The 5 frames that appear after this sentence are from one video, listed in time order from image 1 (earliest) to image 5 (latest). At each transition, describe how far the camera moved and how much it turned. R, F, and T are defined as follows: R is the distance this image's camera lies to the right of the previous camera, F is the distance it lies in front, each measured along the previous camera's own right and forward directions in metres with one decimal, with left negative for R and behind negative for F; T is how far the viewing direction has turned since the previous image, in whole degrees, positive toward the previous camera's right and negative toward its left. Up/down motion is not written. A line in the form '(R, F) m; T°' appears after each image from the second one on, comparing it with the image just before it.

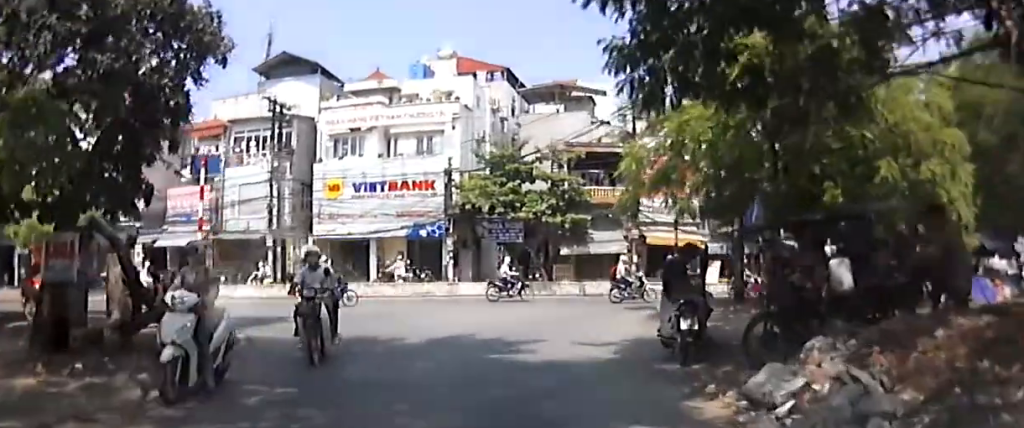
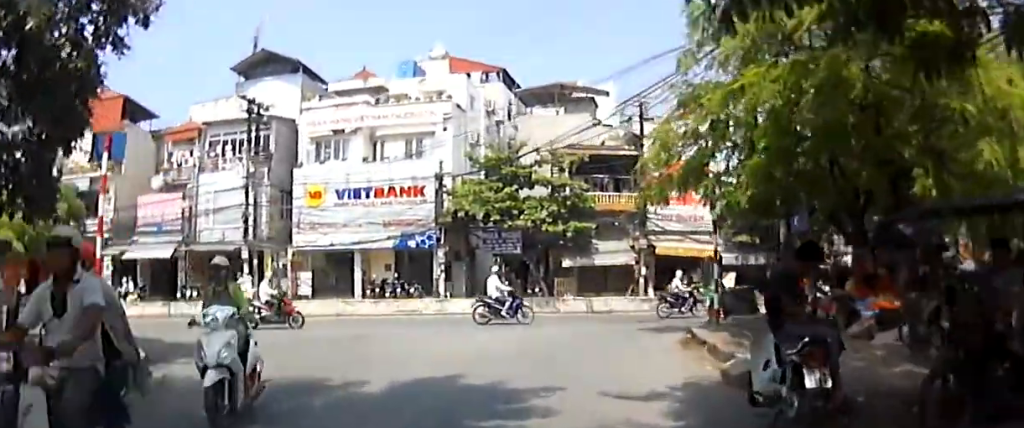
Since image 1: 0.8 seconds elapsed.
(+0.1, +4.2) m; +1°
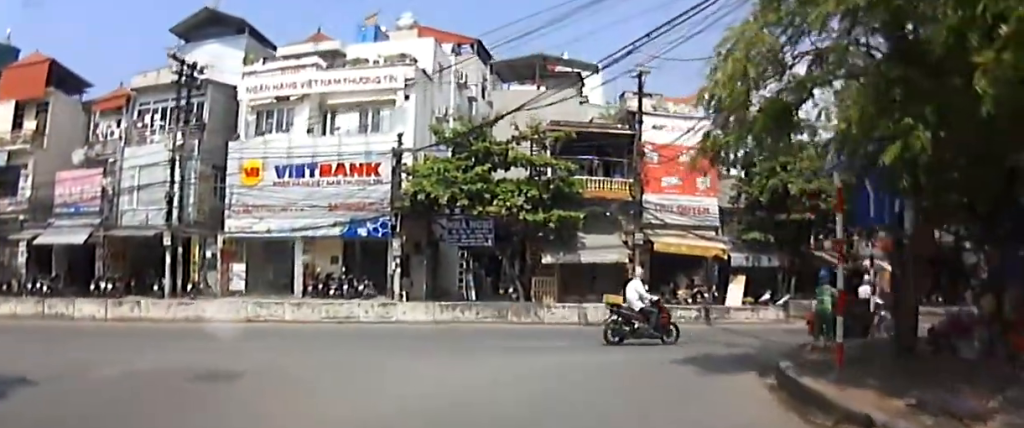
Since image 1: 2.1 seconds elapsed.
(+0.1, +6.9) m; +2°
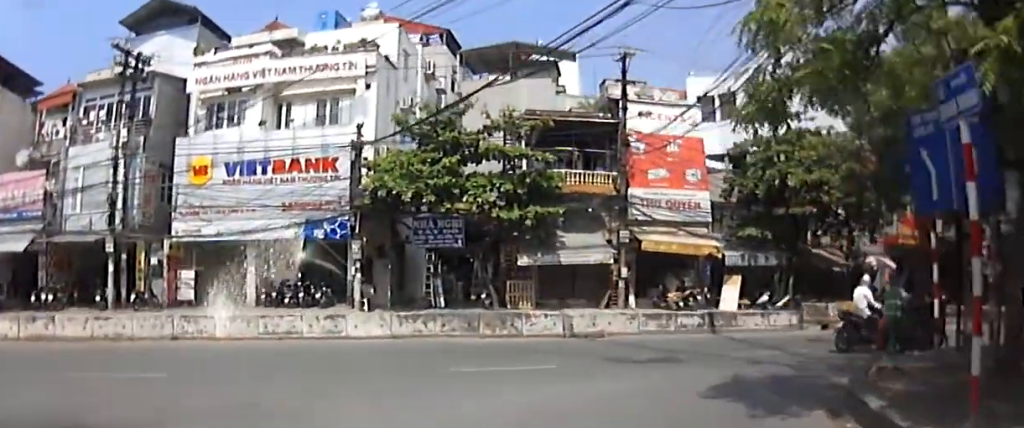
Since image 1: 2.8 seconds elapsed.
(0.0, +3.2) m; +4°
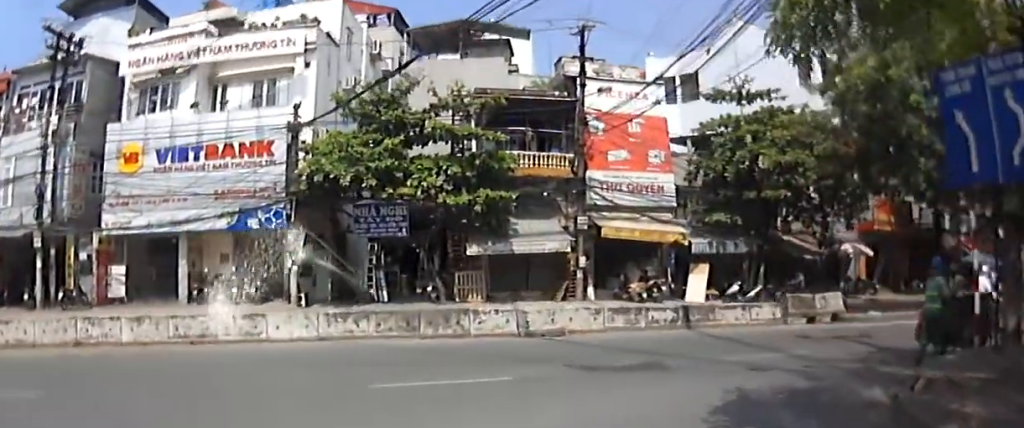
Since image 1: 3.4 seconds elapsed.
(-0.1, +2.4) m; +4°
